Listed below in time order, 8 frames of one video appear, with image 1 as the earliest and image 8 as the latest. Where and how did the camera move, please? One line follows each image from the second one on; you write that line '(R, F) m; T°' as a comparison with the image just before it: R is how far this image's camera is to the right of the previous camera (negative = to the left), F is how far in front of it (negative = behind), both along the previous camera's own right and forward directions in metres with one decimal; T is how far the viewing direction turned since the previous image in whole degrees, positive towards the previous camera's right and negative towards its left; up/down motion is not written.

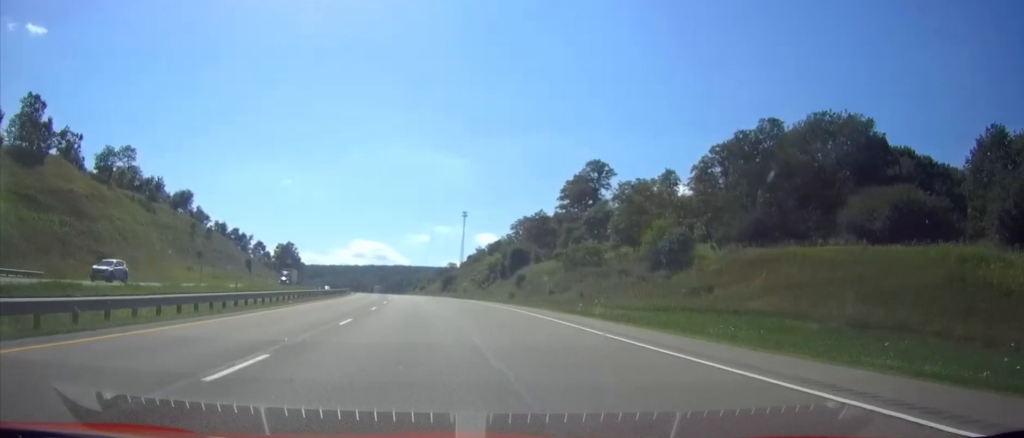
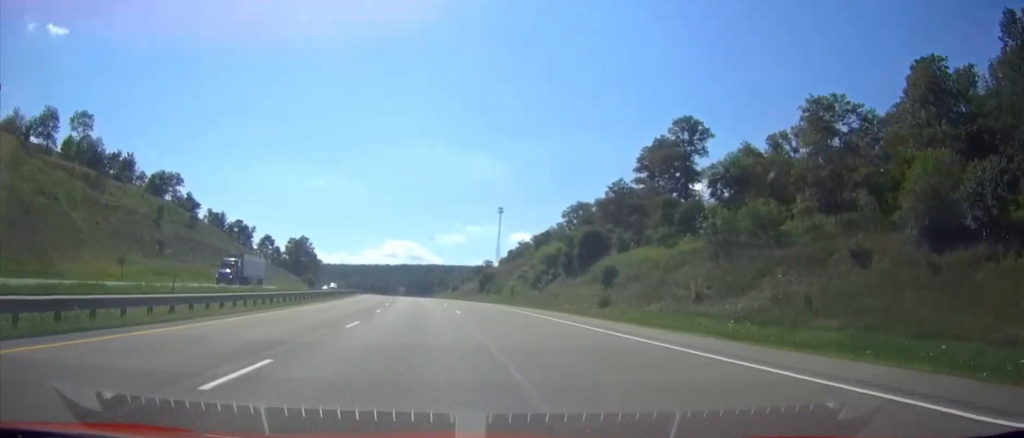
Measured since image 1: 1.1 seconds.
(-0.9, +37.5) m; -3°
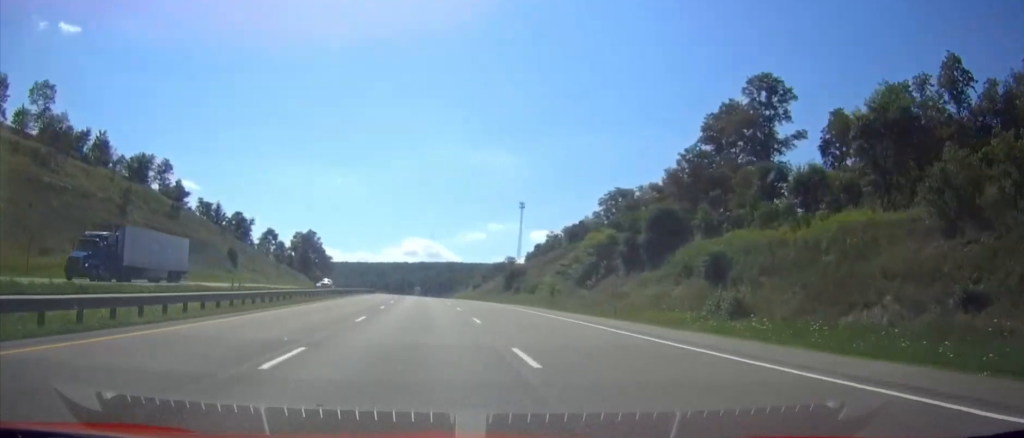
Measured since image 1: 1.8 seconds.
(-0.3, +22.1) m; -1°
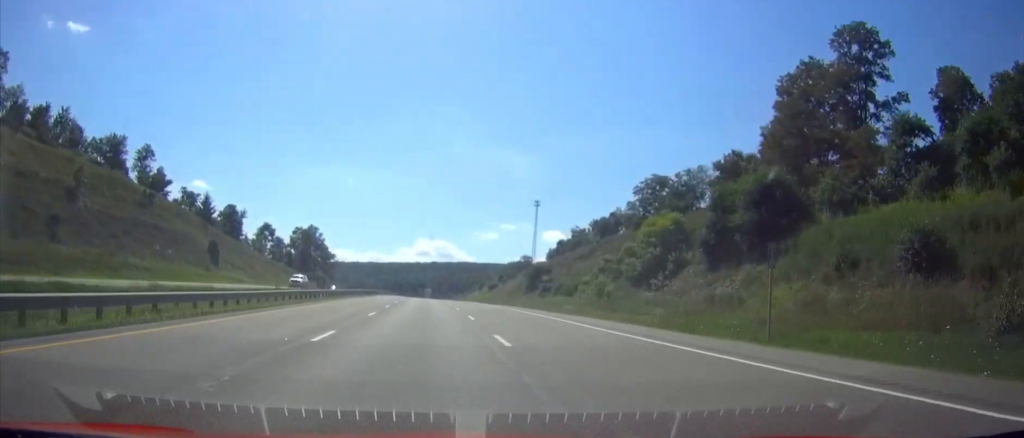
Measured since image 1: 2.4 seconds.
(-0.2, +20.0) m; -1°
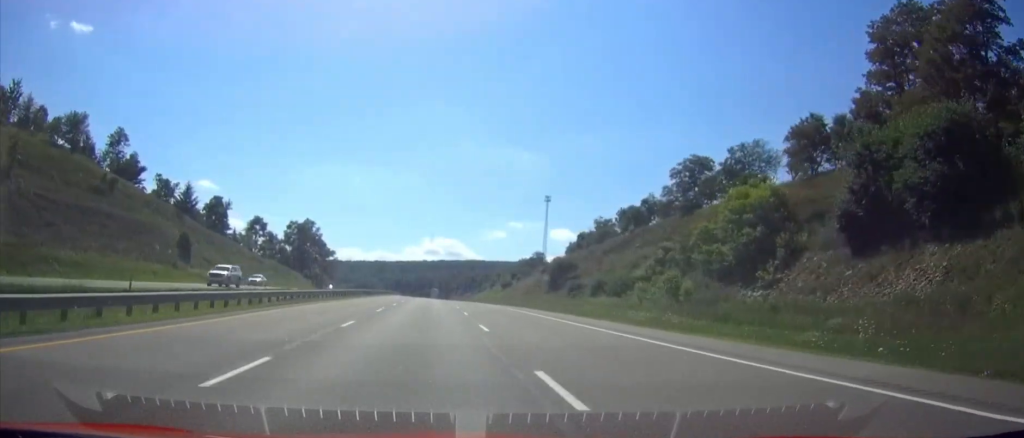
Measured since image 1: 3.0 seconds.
(-0.2, +19.0) m; 0°
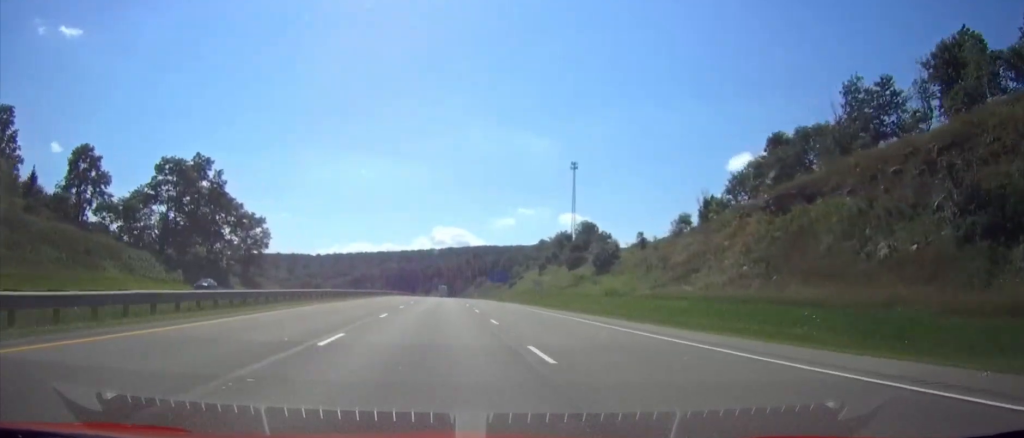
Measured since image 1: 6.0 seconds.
(-1.0, +103.6) m; -1°
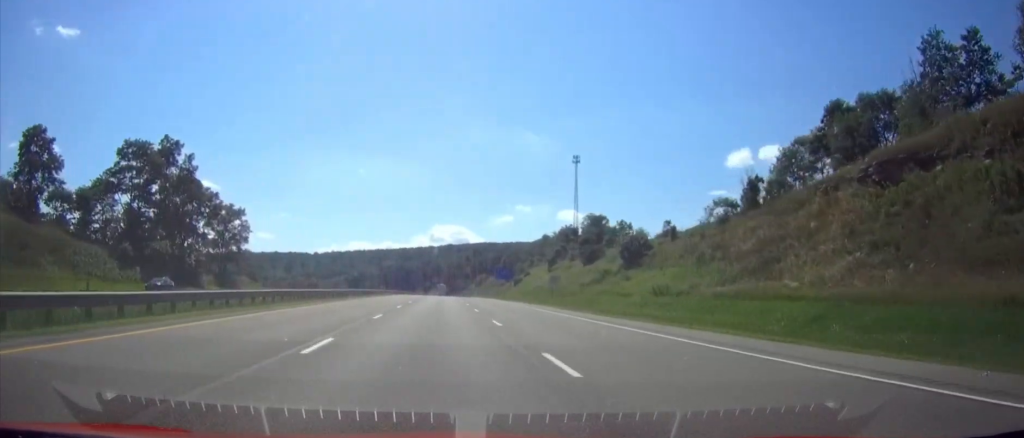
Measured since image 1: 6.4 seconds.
(0.0, +13.6) m; 0°
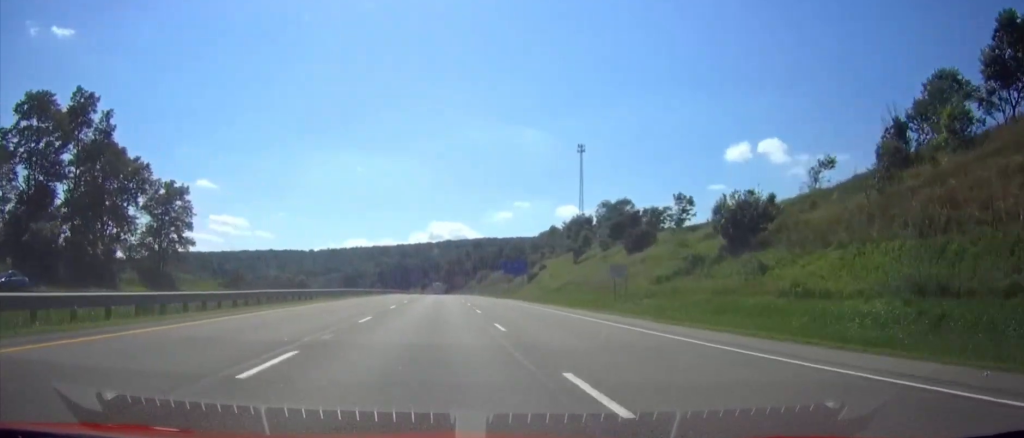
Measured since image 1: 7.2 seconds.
(0.0, +27.1) m; 0°
